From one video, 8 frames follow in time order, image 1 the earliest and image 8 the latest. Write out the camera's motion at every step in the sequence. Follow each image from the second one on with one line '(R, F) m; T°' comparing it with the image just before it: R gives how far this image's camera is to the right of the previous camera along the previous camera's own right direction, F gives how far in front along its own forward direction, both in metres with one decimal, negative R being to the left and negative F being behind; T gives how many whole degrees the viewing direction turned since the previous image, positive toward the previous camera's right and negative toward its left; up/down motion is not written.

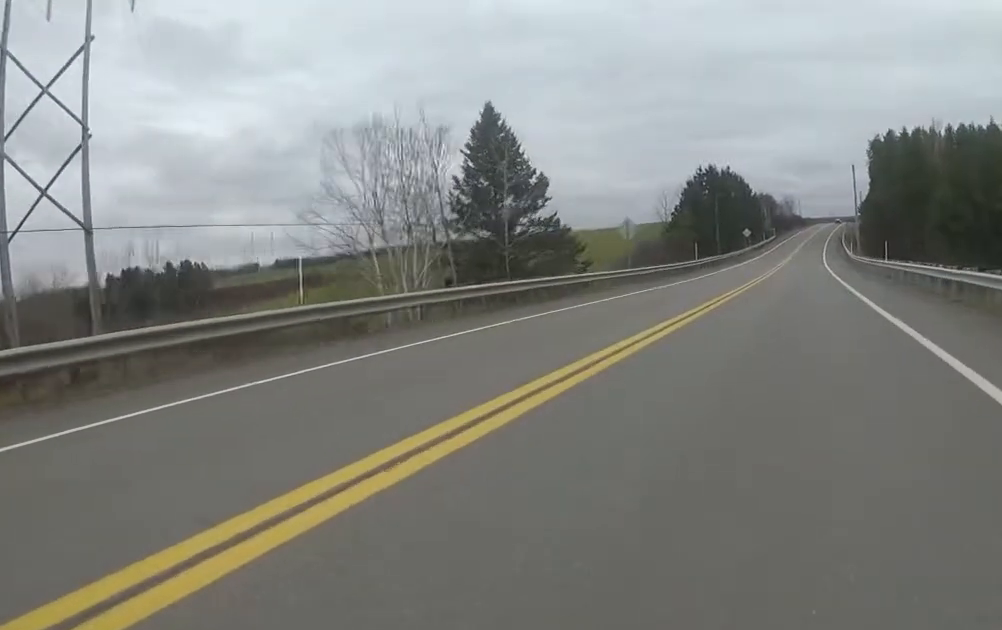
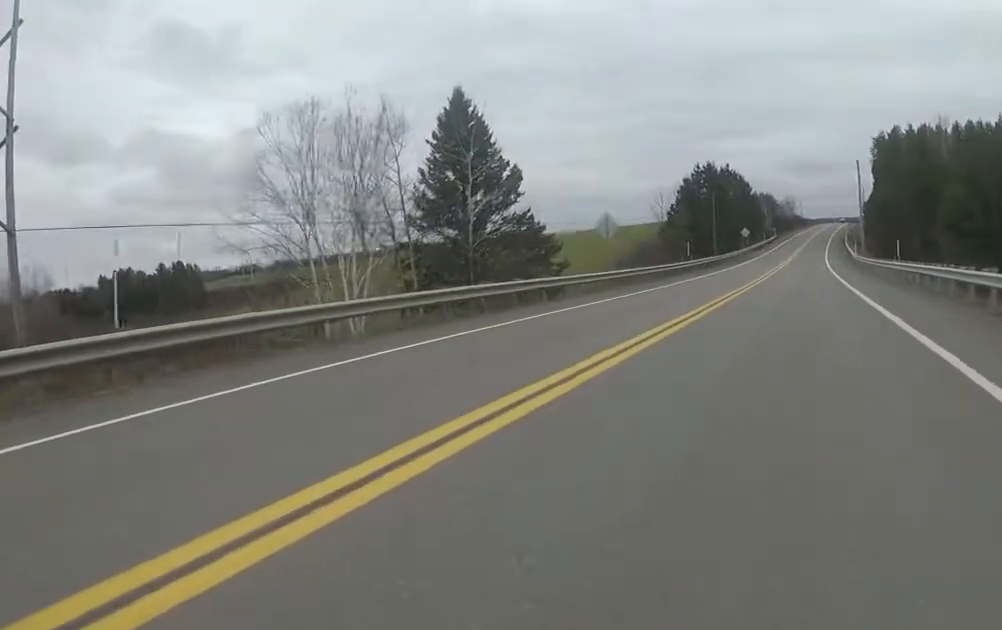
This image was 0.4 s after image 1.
(0.0, +3.4) m; 0°
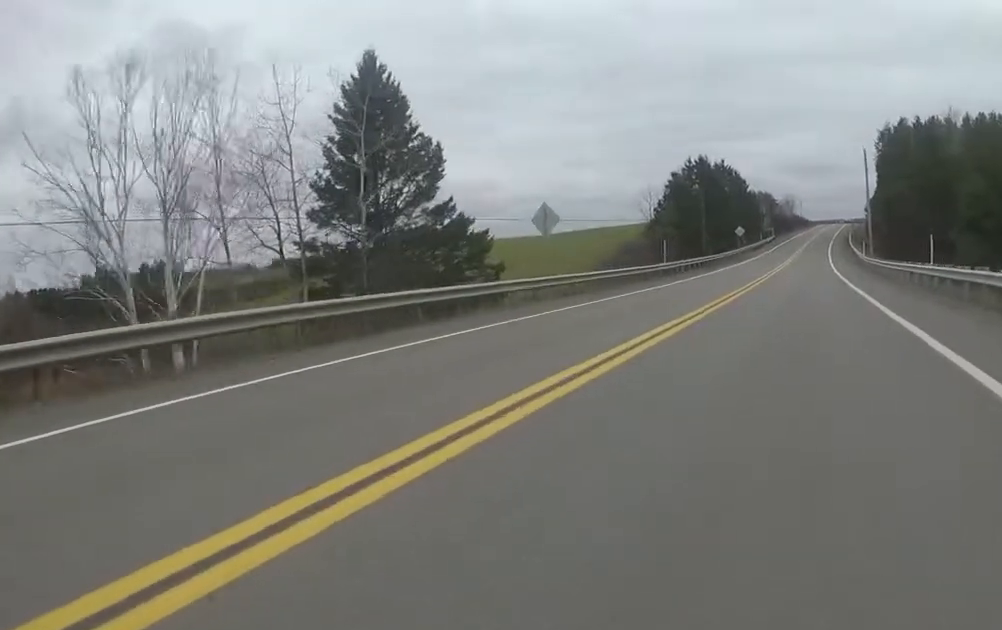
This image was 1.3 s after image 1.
(0.0, +6.7) m; 0°
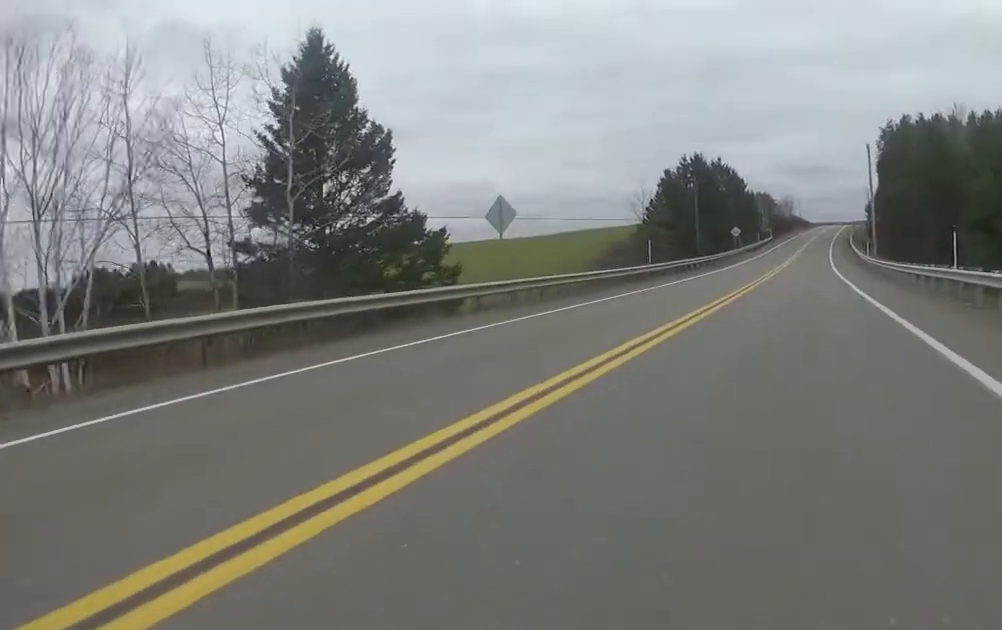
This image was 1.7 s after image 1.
(0.0, +3.1) m; 0°
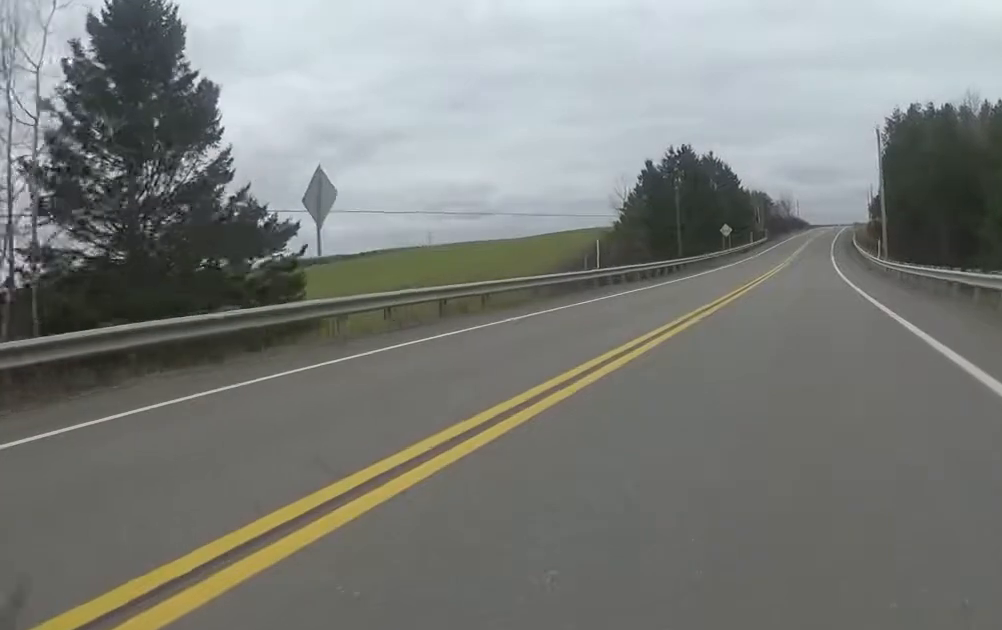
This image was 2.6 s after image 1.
(0.0, +7.3) m; 0°
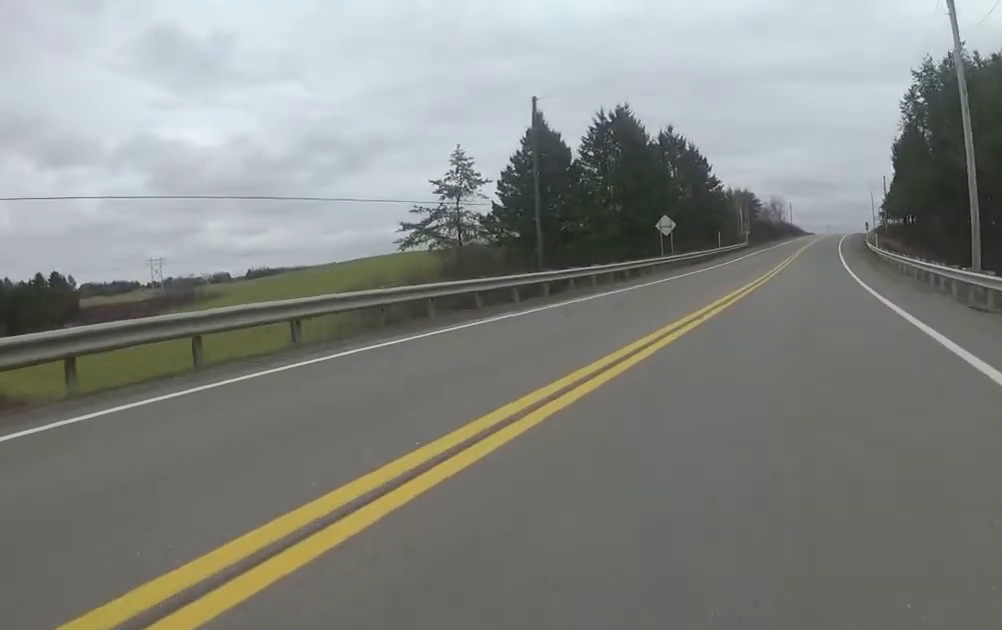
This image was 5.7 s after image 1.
(0.0, +23.8) m; 0°
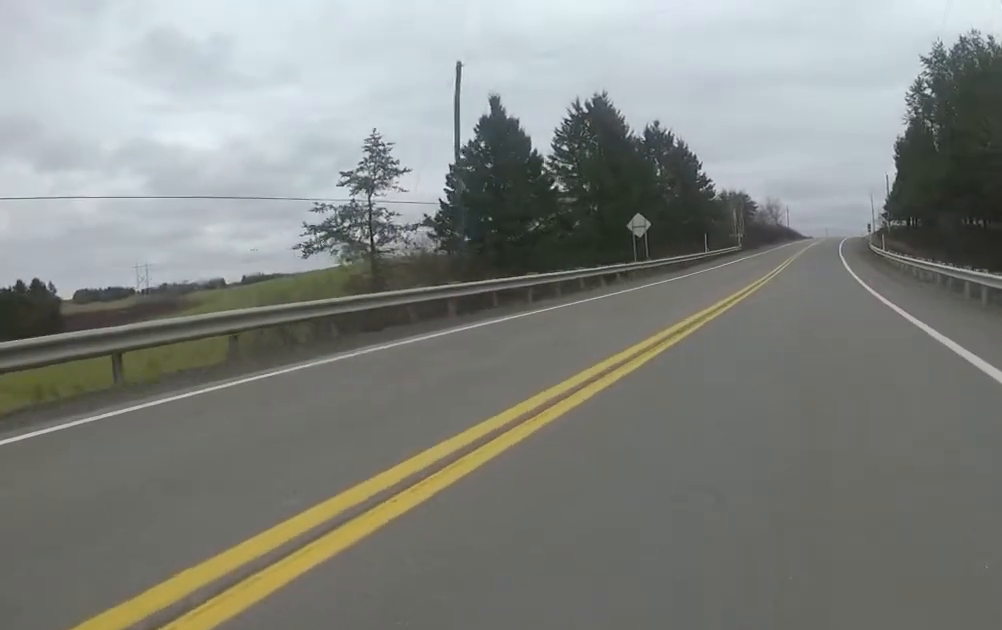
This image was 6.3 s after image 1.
(0.0, +5.3) m; 0°
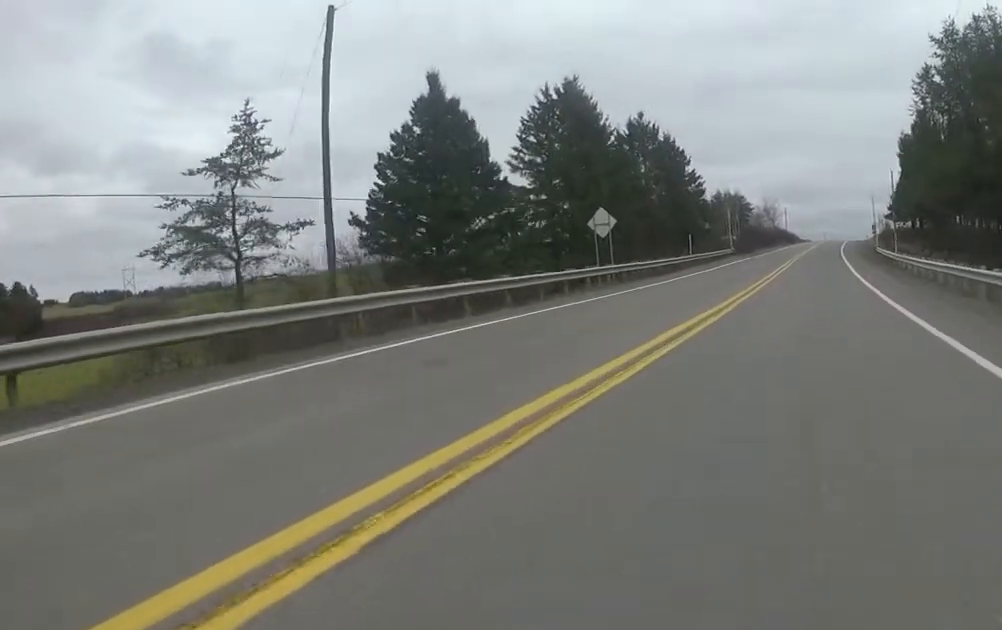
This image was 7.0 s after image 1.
(0.0, +5.6) m; -3°
